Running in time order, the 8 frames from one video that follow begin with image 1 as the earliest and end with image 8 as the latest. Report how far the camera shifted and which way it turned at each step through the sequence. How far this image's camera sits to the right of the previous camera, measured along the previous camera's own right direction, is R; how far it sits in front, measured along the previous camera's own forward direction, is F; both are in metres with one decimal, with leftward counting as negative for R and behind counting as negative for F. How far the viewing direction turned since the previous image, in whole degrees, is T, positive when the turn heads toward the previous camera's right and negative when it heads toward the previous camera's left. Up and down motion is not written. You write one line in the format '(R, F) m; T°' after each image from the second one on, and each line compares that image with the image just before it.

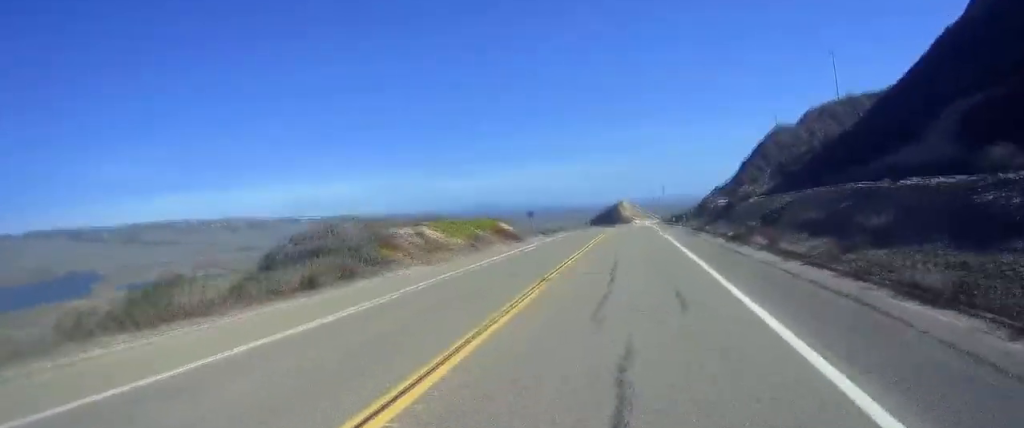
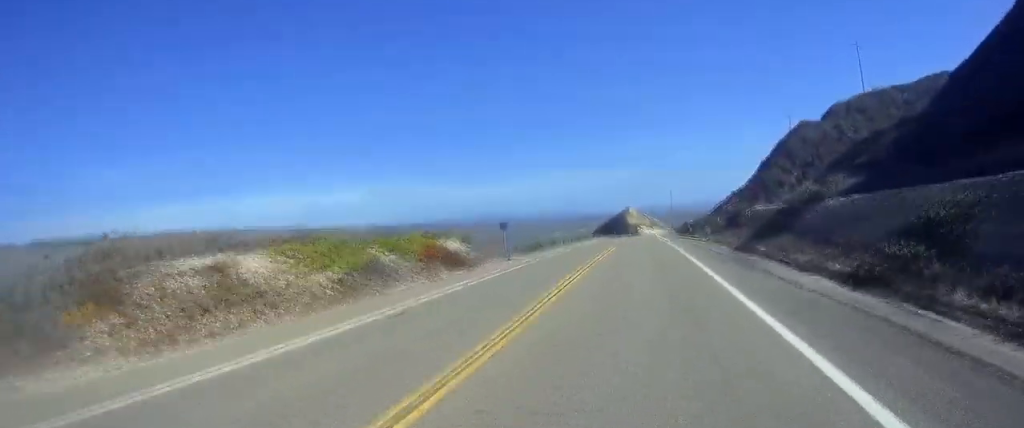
(0.0, +17.6) m; 0°
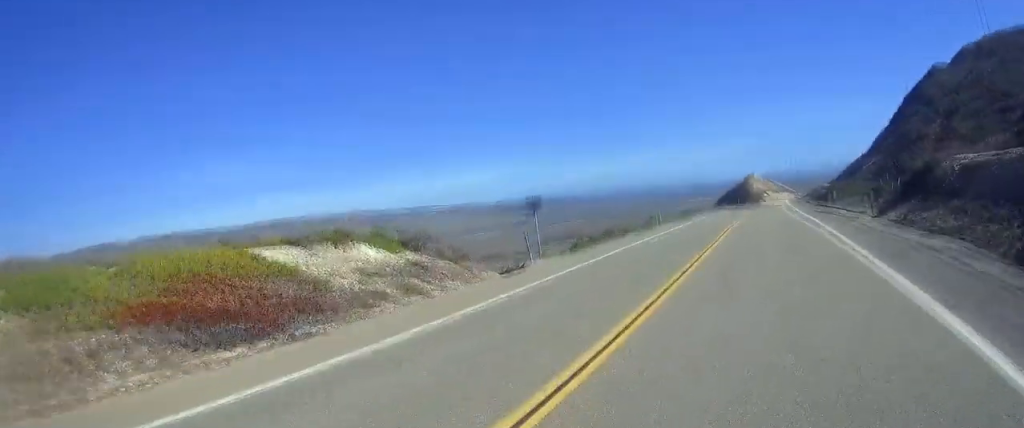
(+0.1, +22.1) m; +1°
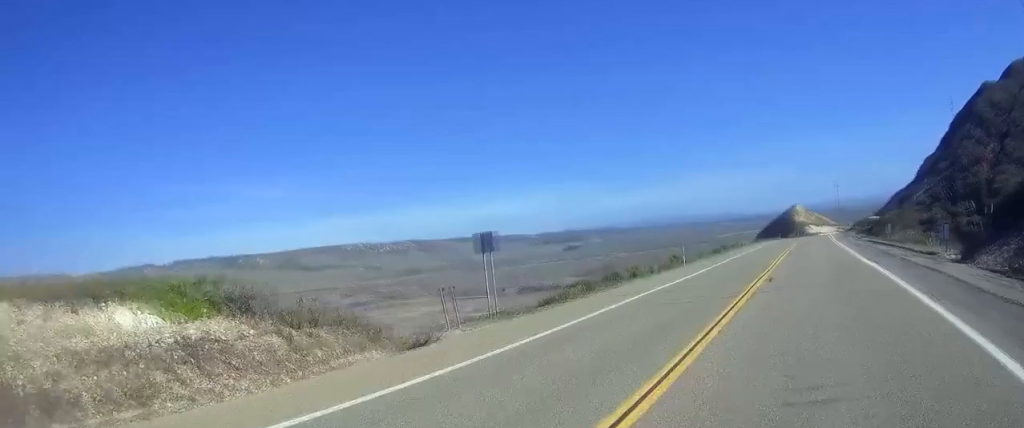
(0.0, +8.9) m; 0°
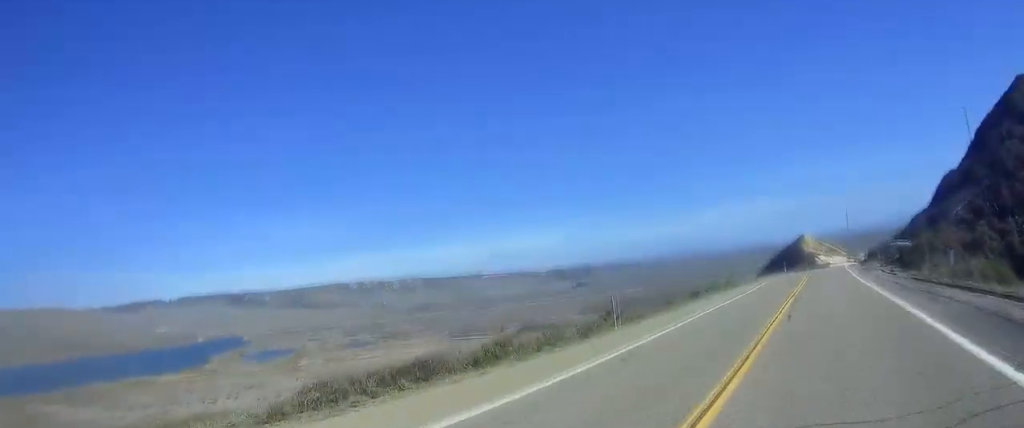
(0.0, +17.3) m; +1°
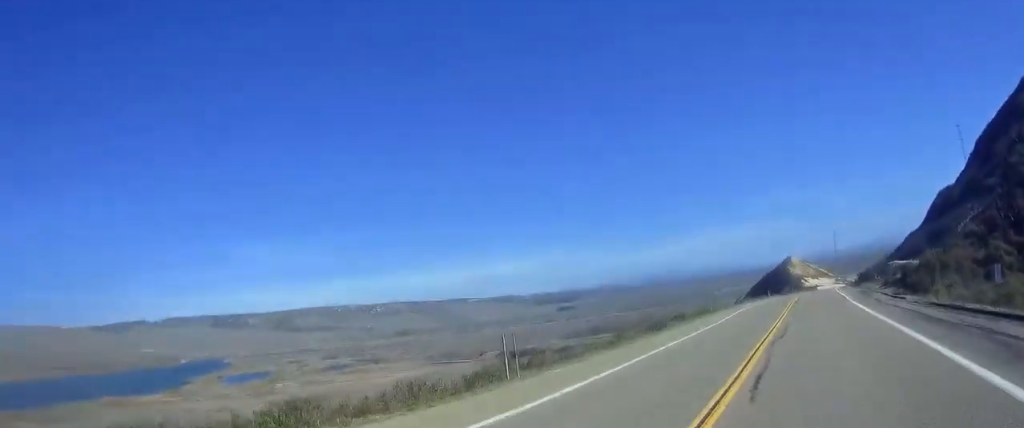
(+0.1, +8.3) m; 0°
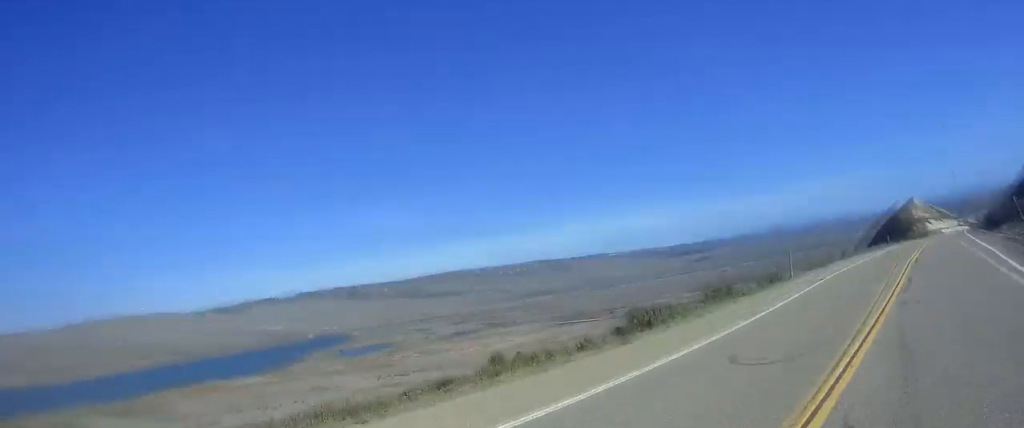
(+0.2, +20.2) m; 0°
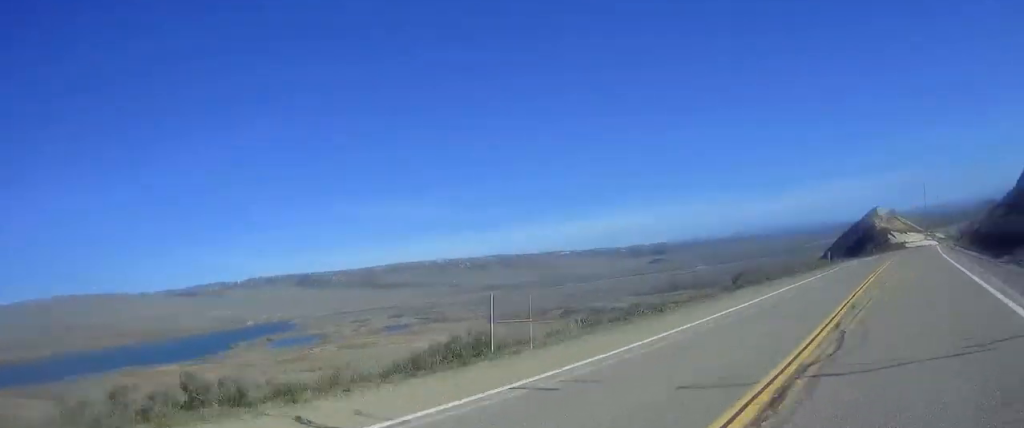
(-0.4, +21.1) m; -2°
